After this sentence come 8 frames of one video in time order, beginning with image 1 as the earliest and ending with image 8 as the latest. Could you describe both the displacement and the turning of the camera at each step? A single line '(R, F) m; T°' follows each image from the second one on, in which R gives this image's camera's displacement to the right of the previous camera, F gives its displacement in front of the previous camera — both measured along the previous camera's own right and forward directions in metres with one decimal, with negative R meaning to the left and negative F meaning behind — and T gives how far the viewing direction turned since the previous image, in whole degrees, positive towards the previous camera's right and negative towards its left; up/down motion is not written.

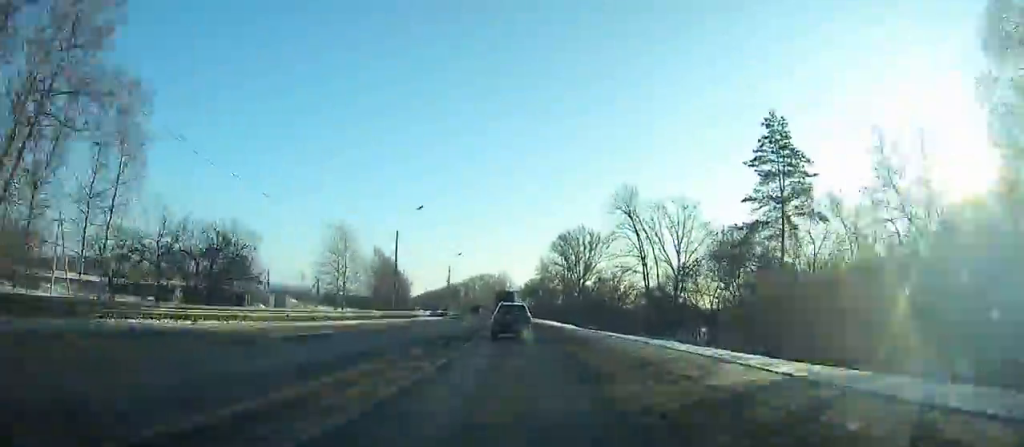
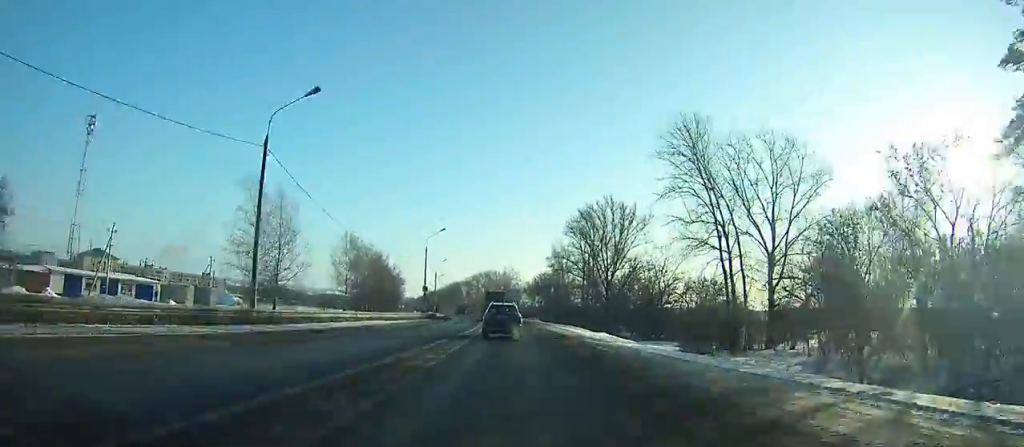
(-0.5, +30.9) m; -2°
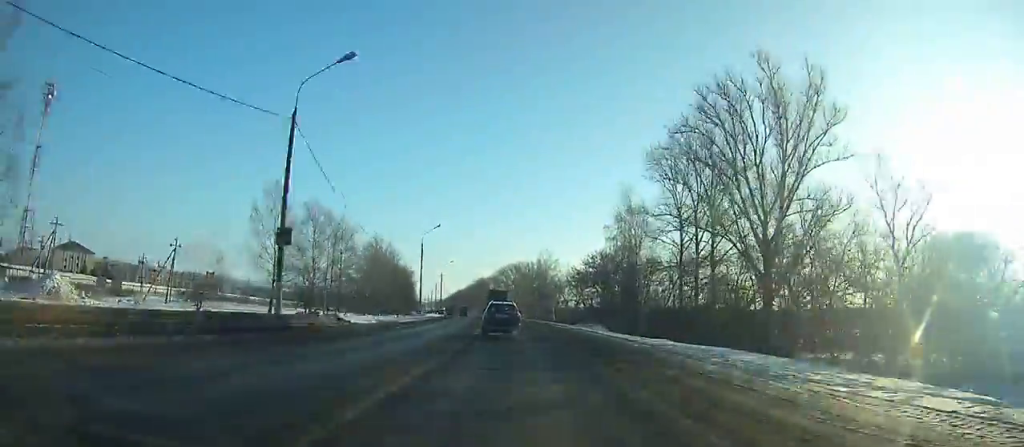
(-1.0, +50.5) m; -3°
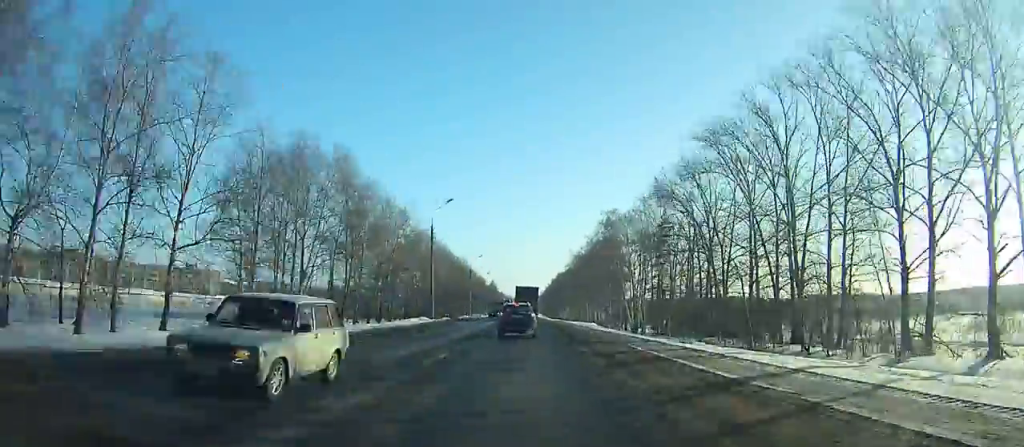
(-15.9, +166.6) m; -9°
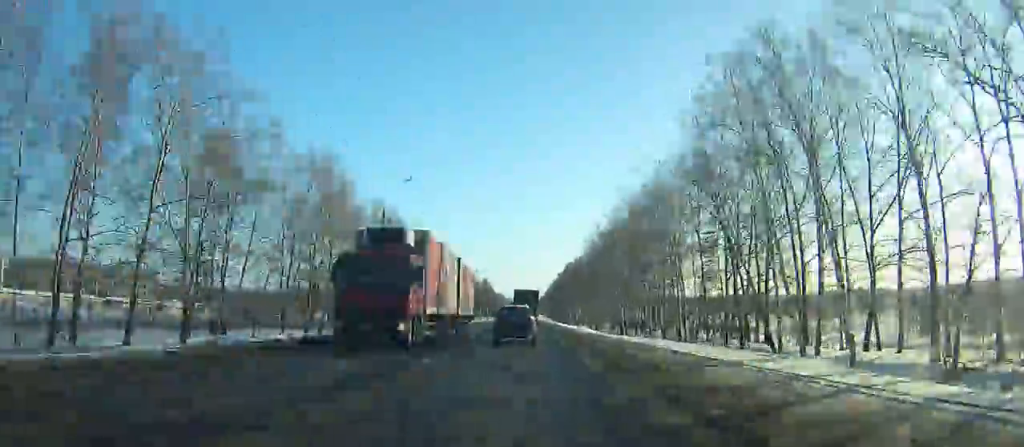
(-0.4, +59.1) m; -1°
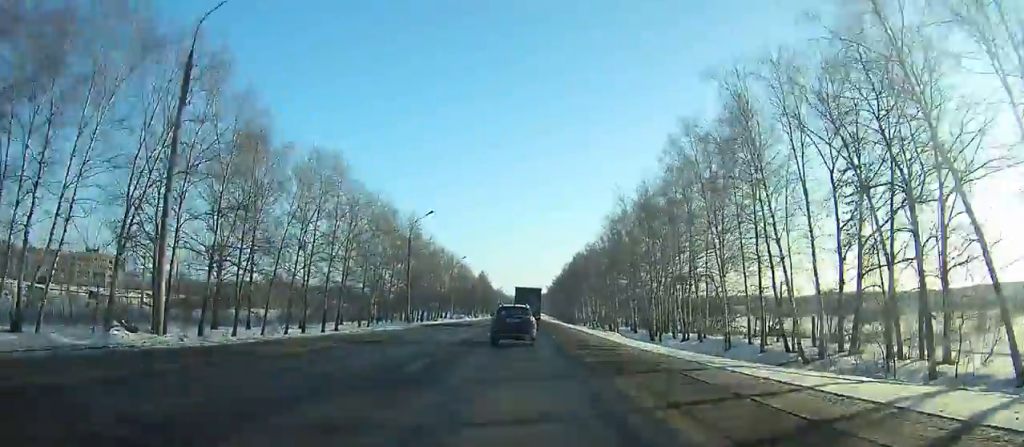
(-0.3, +25.2) m; 0°
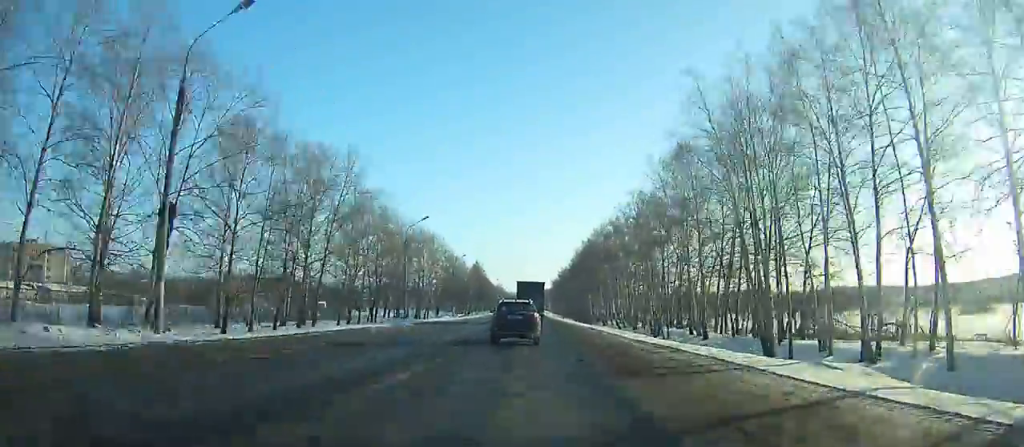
(-0.2, +38.3) m; 0°
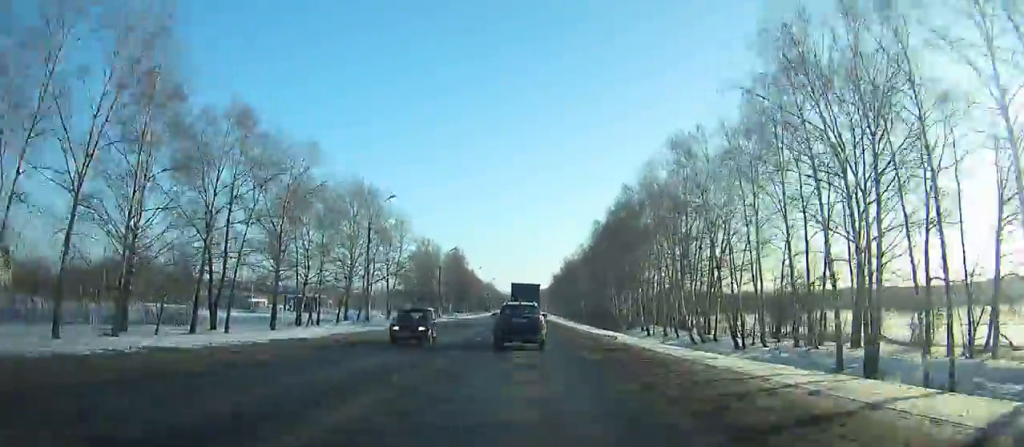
(+0.1, +52.4) m; 0°
